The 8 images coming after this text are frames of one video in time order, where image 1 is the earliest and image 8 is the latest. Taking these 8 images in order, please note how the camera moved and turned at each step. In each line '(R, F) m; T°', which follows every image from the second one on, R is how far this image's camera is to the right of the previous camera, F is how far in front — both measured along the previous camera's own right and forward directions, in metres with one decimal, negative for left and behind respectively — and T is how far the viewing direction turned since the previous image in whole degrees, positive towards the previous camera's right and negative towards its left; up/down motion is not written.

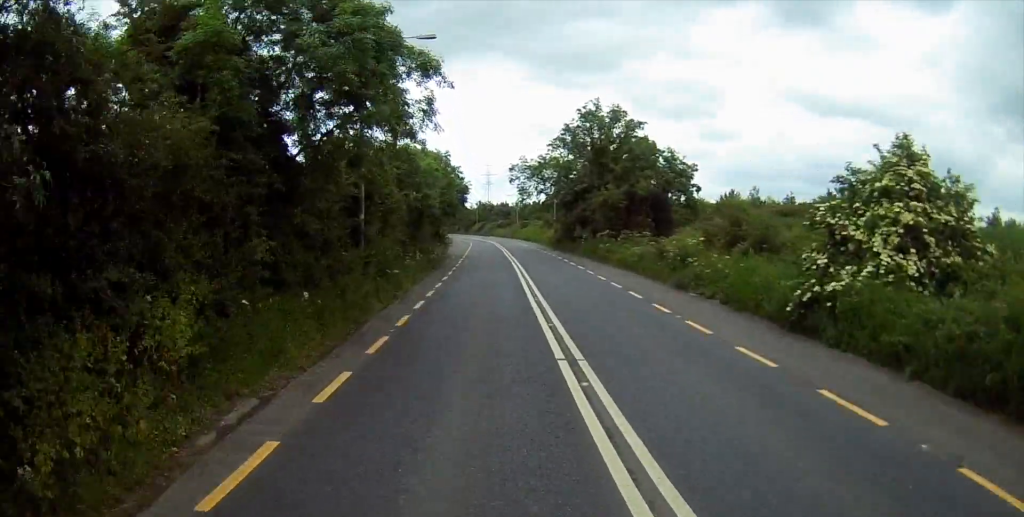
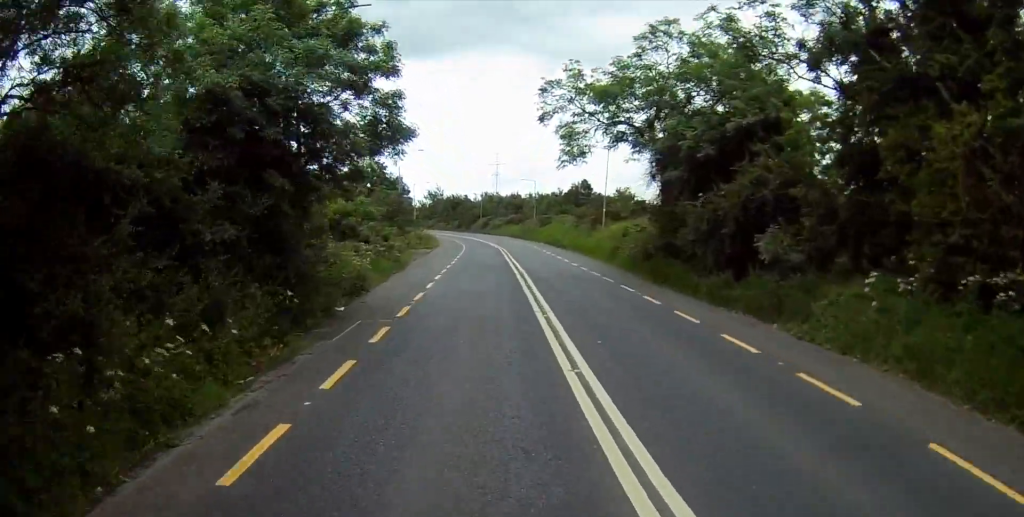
(-0.6, +42.2) m; -1°
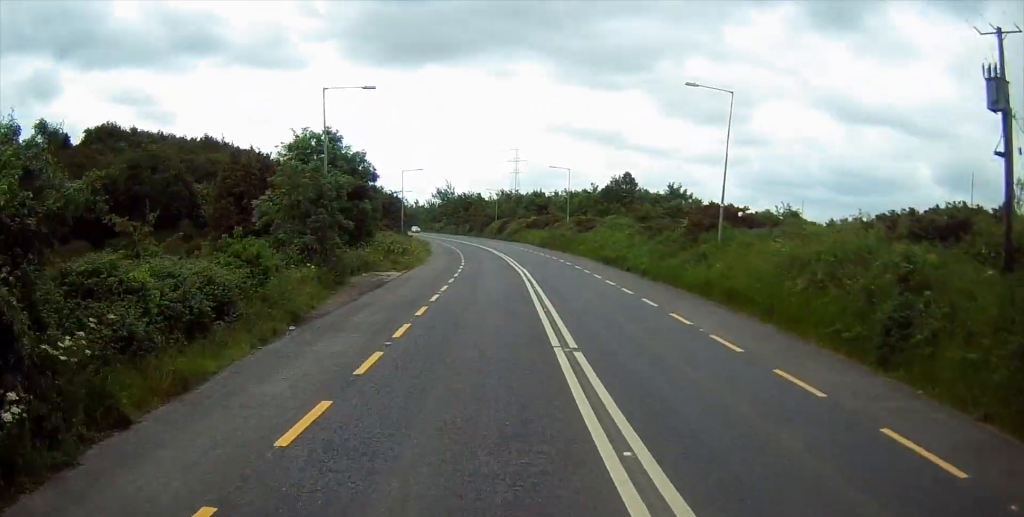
(-0.5, +29.2) m; -1°
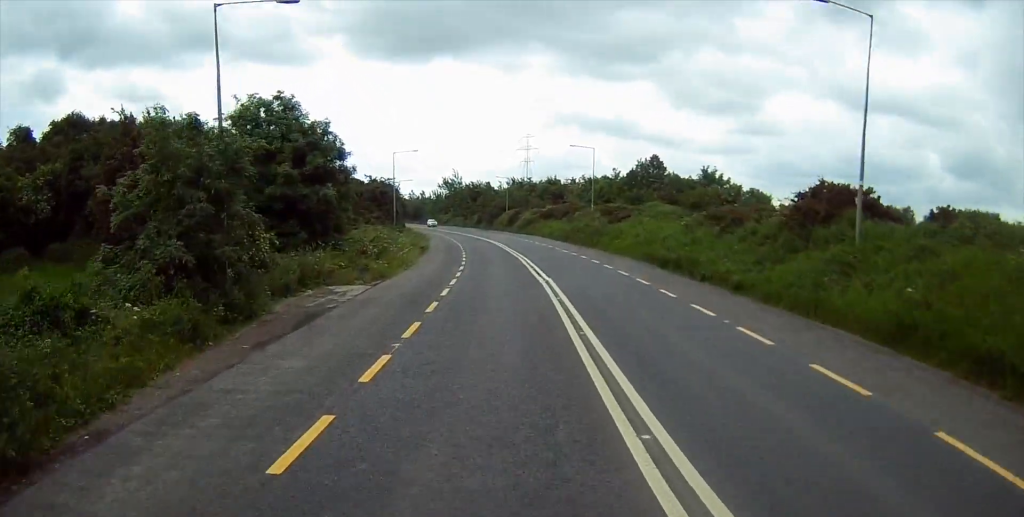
(0.0, +12.3) m; 0°
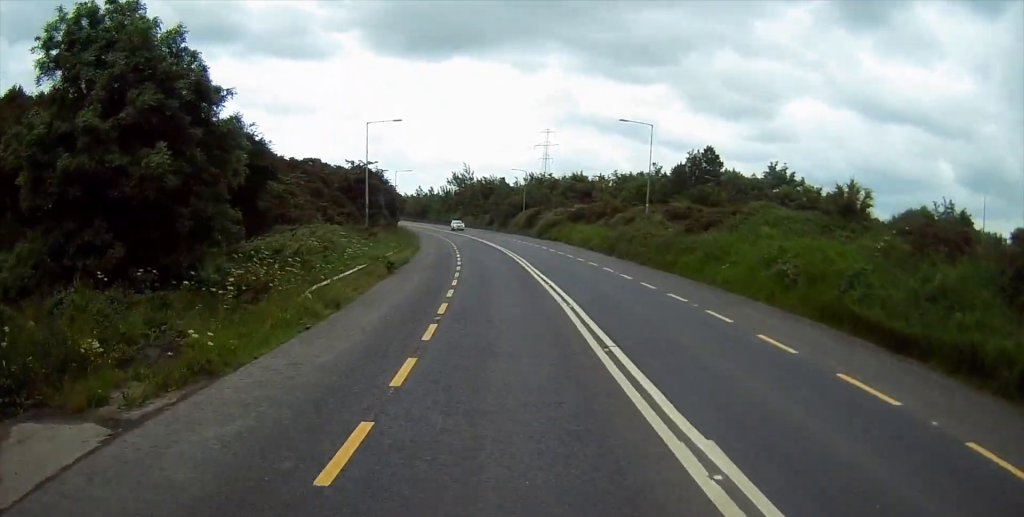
(-0.1, +19.2) m; -1°
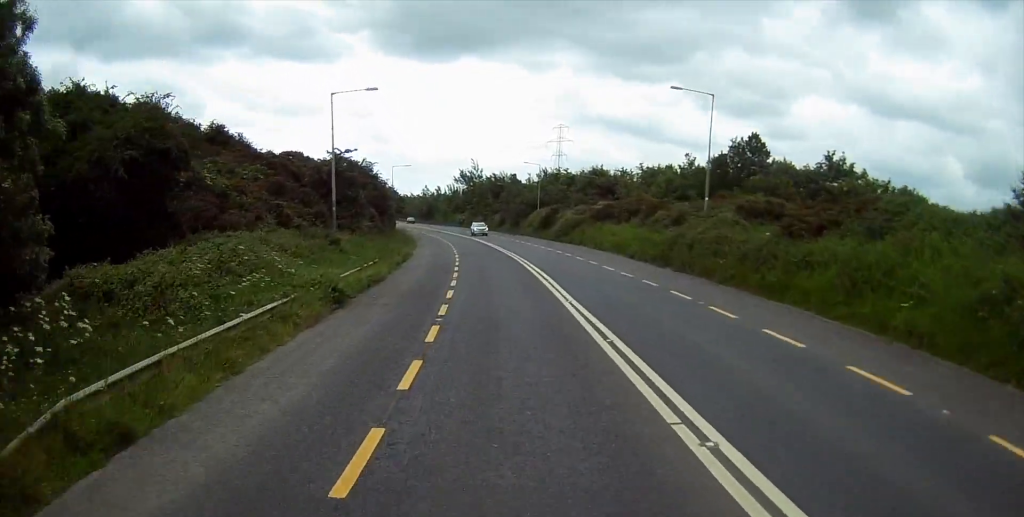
(-0.1, +11.9) m; -1°
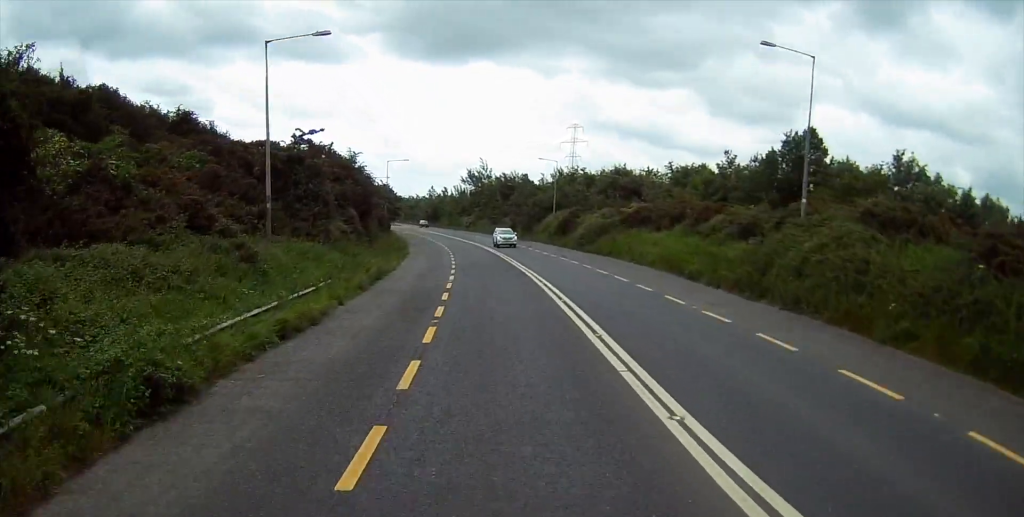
(-0.2, +11.4) m; -1°
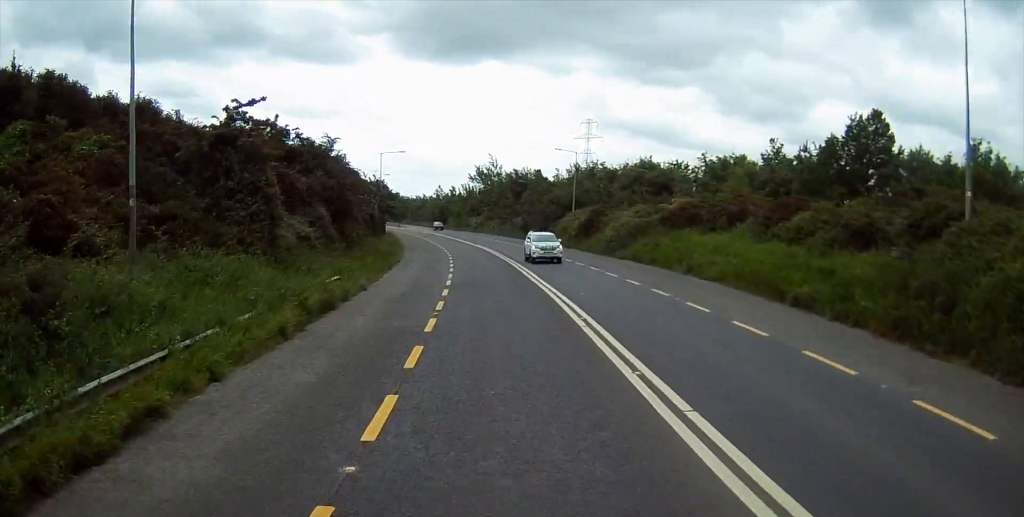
(0.0, +10.1) m; -1°
